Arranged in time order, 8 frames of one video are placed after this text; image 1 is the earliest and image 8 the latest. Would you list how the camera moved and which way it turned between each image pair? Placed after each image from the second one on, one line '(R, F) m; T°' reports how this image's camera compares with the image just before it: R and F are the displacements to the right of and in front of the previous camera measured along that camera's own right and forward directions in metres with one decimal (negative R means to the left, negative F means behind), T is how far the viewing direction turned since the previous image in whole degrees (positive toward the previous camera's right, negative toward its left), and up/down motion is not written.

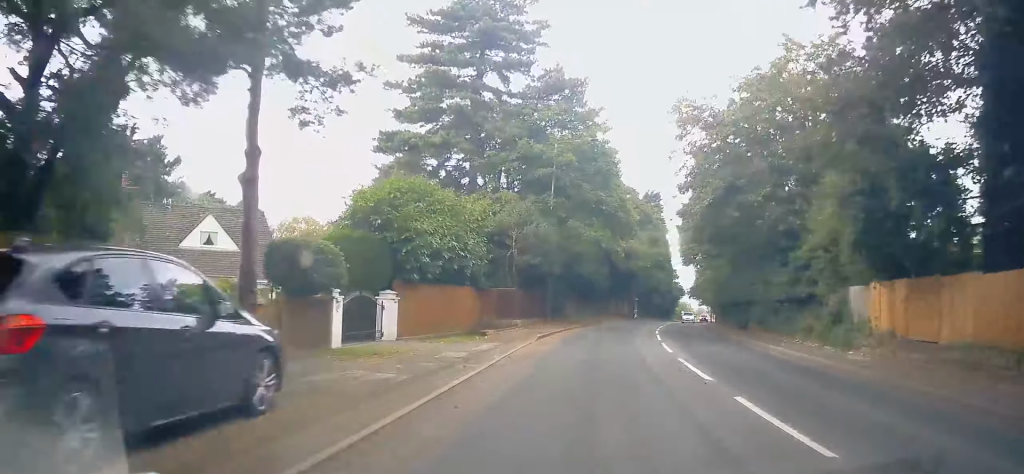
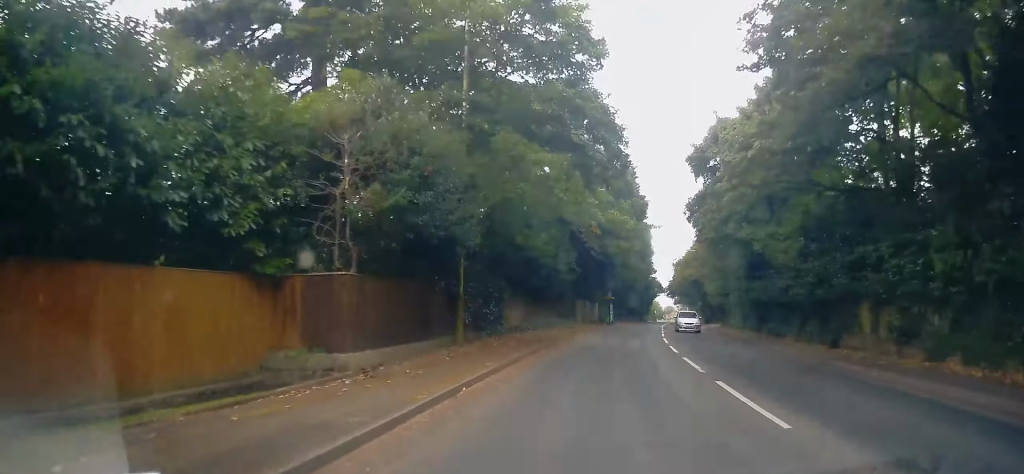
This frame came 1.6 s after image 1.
(+0.4, +16.7) m; +4°
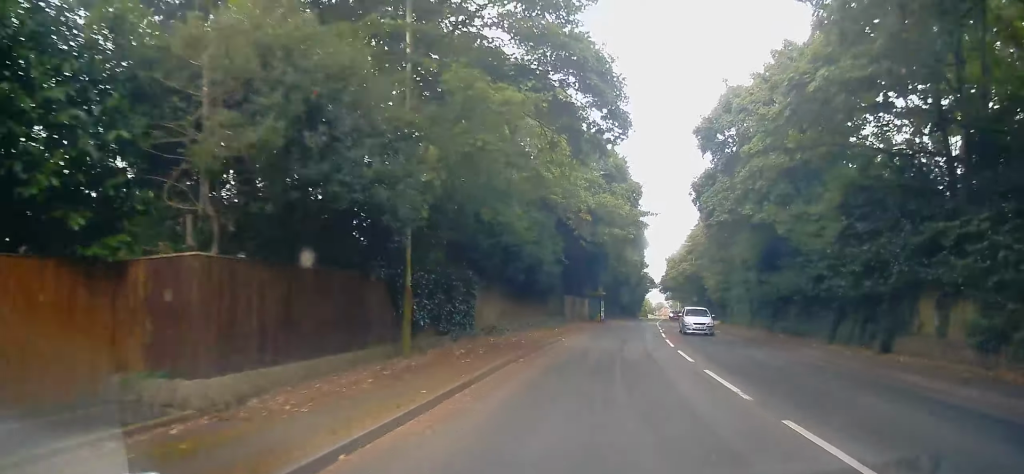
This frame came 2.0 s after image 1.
(+0.1, +4.2) m; +2°
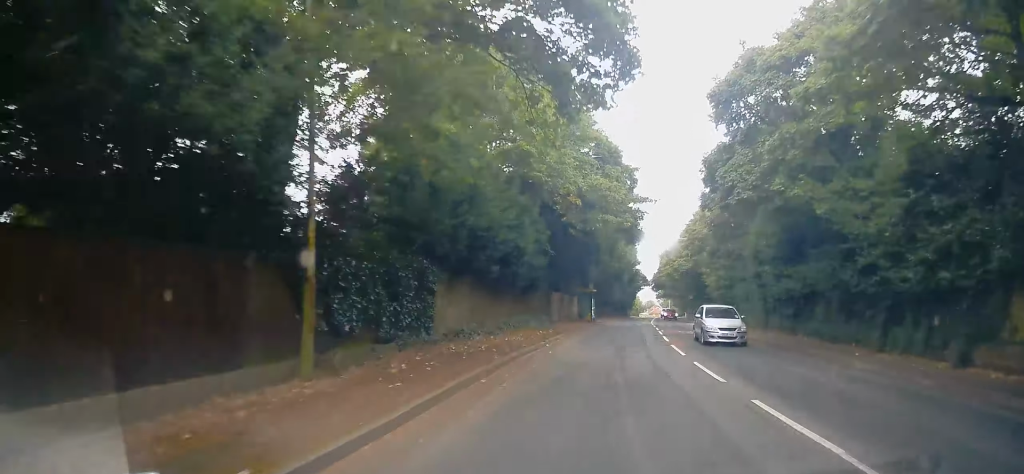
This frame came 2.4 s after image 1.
(0.0, +4.2) m; +2°
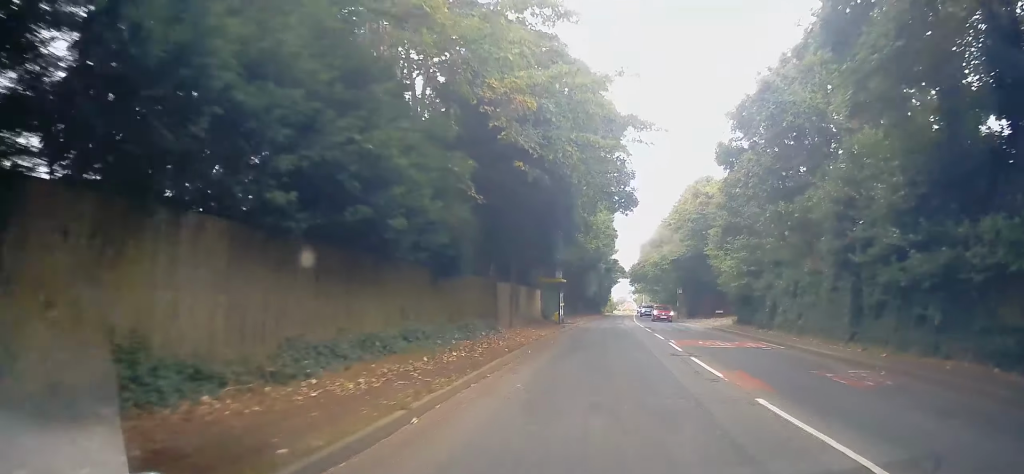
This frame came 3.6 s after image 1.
(+0.7, +12.8) m; +3°
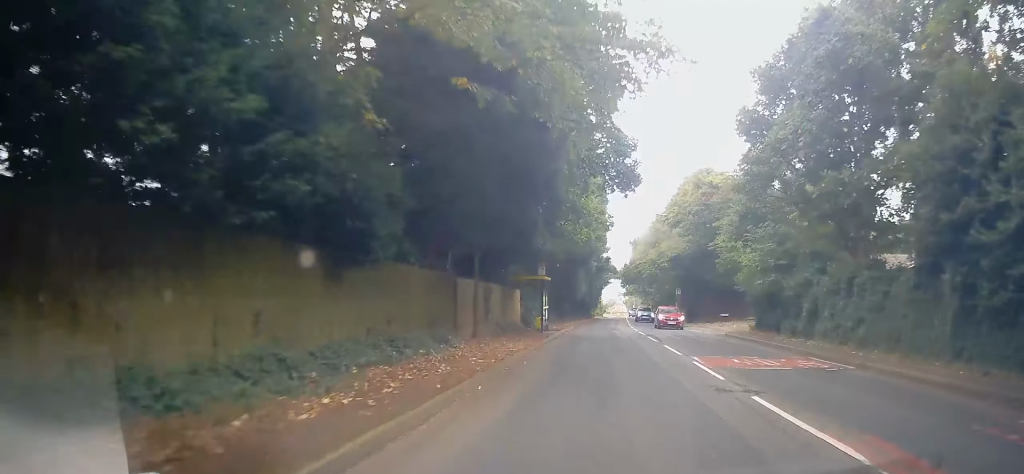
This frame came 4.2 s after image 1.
(0.0, +6.1) m; 0°
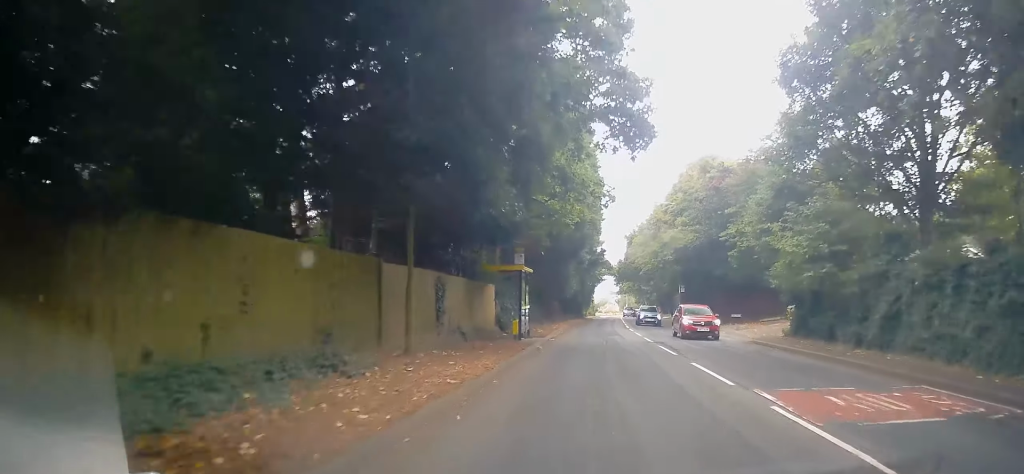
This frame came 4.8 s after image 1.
(-0.1, +6.5) m; 0°
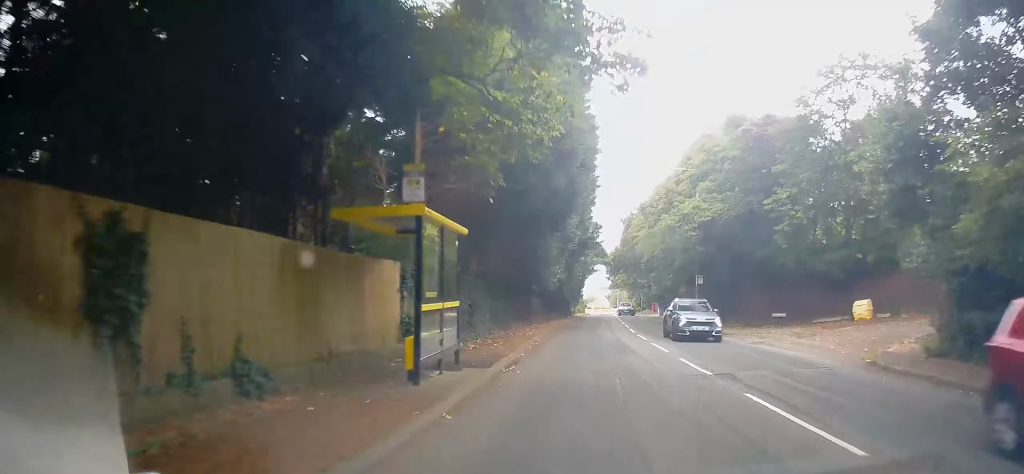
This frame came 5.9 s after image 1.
(+0.3, +11.9) m; +2°
